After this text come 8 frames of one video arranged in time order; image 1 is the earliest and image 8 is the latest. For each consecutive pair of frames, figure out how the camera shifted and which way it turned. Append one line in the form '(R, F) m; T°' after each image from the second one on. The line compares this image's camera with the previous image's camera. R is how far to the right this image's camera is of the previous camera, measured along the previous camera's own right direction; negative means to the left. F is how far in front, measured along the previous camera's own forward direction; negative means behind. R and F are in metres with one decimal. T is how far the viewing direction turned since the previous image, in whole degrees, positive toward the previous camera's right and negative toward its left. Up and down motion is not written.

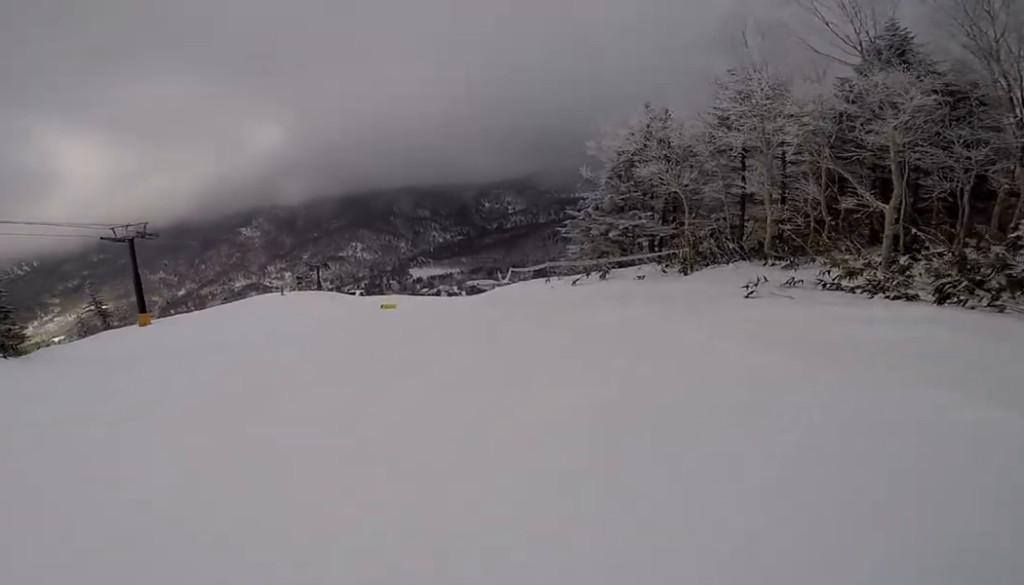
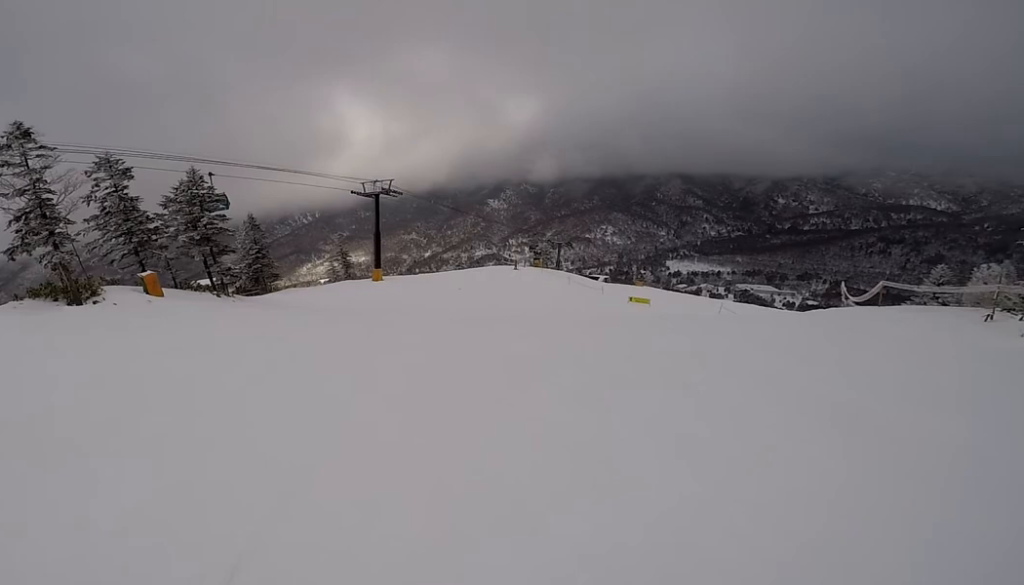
(-1.9, +5.8) m; -28°
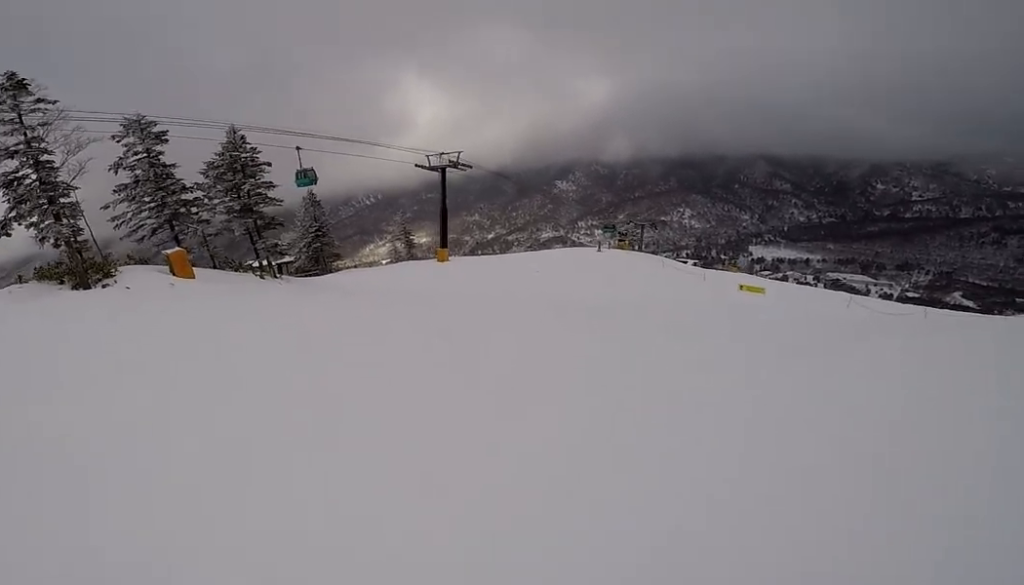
(-0.7, +4.7) m; -7°
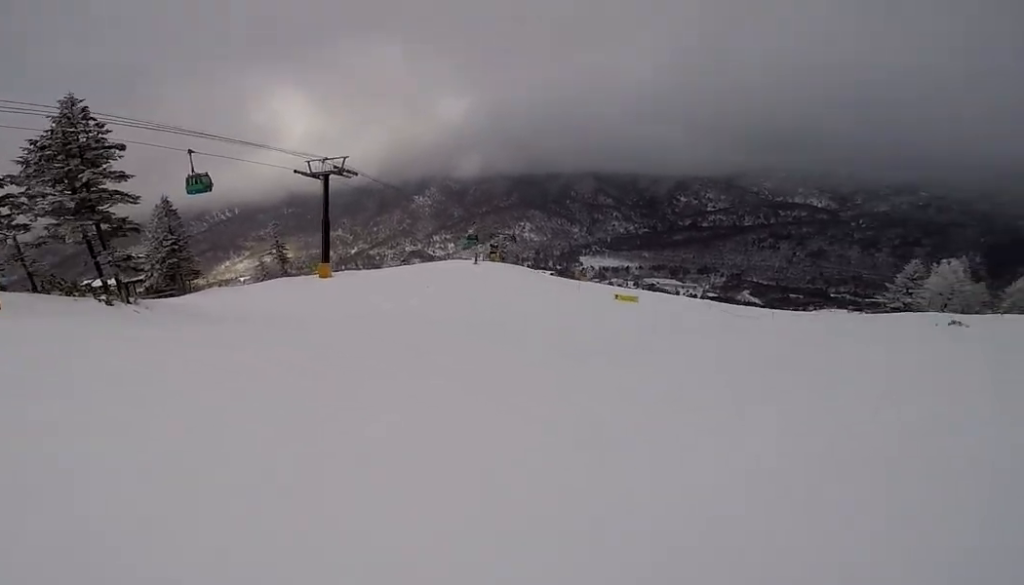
(-0.1, +4.7) m; +14°
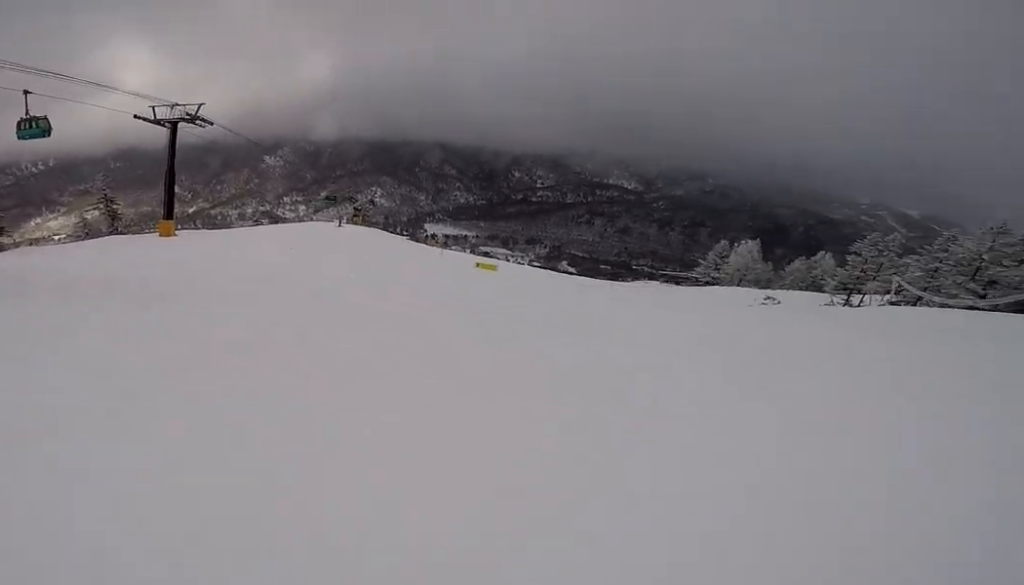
(+0.1, +2.9) m; +18°
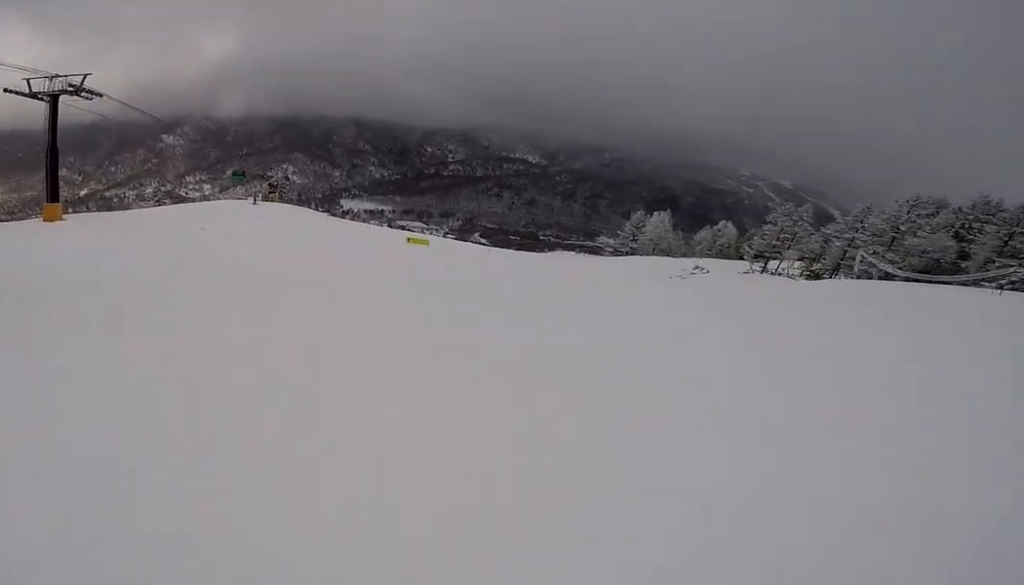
(+0.8, +2.8) m; +14°
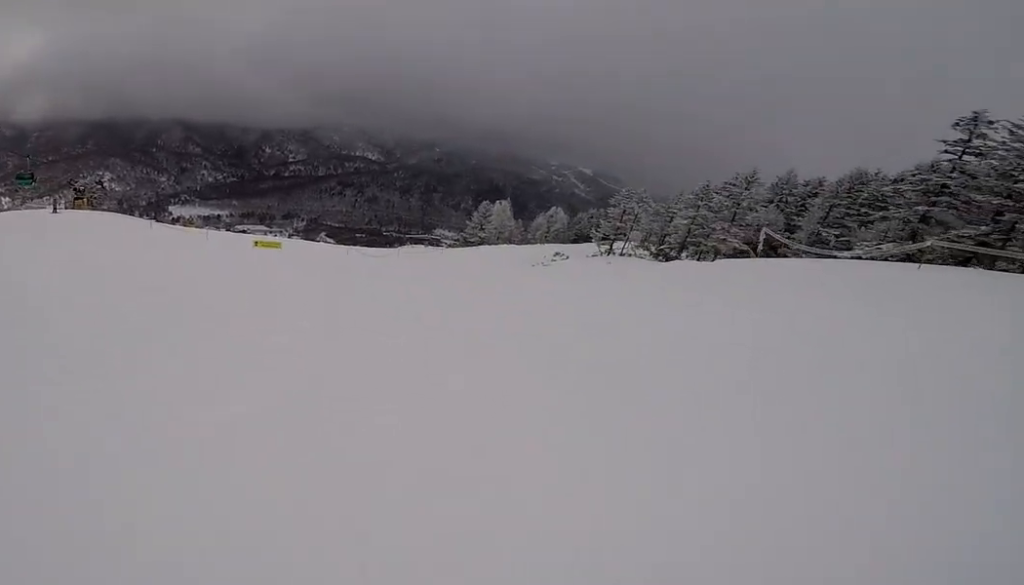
(+0.9, +4.3) m; +19°
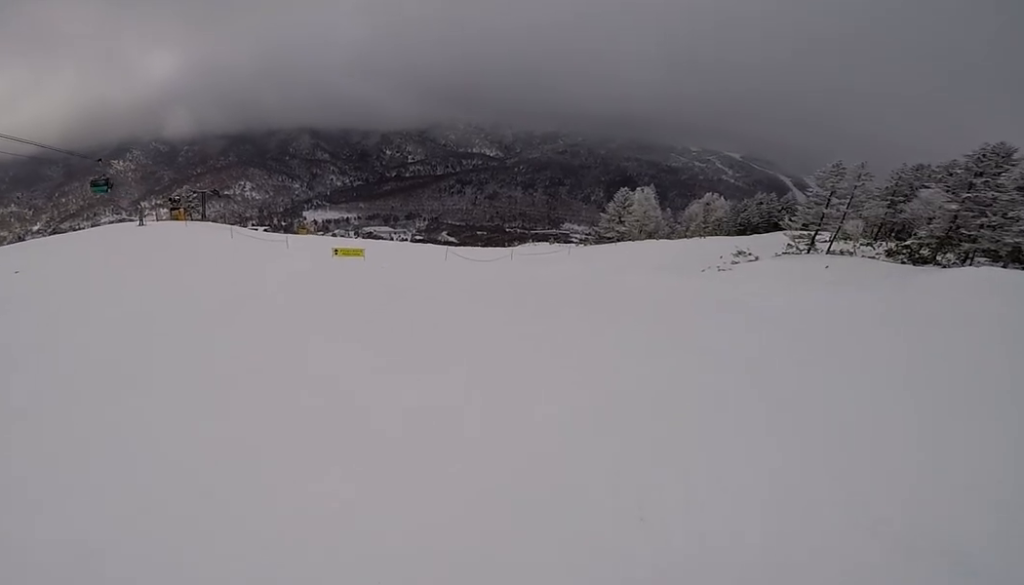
(+1.7, +9.0) m; -18°
